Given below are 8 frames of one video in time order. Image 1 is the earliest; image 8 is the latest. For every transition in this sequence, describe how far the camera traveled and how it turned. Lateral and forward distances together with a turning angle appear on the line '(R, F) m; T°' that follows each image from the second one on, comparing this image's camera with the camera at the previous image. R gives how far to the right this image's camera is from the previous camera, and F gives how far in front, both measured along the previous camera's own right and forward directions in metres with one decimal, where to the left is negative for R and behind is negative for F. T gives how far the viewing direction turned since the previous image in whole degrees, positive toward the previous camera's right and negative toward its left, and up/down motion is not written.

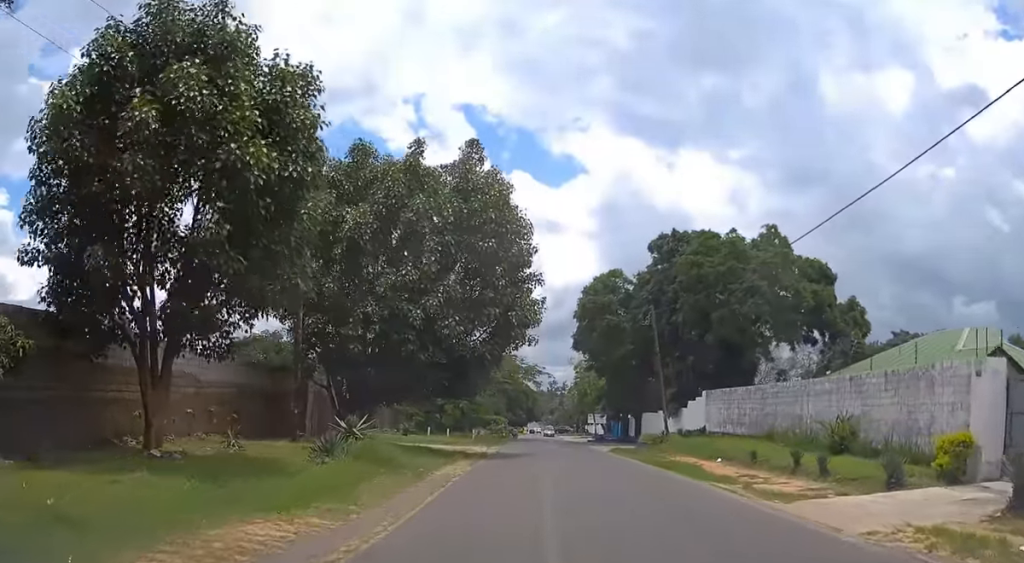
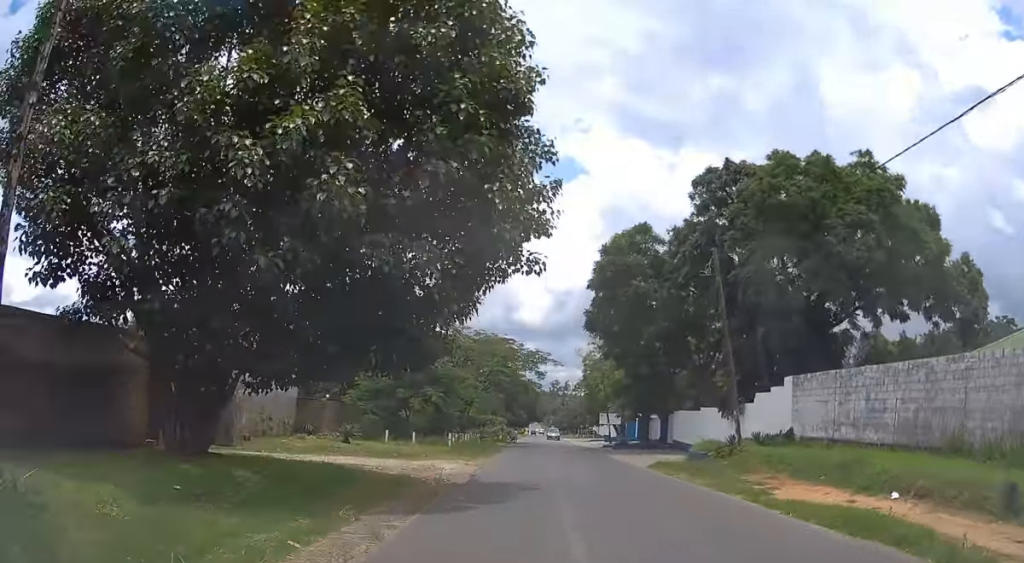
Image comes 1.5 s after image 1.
(+0.1, +13.8) m; 0°
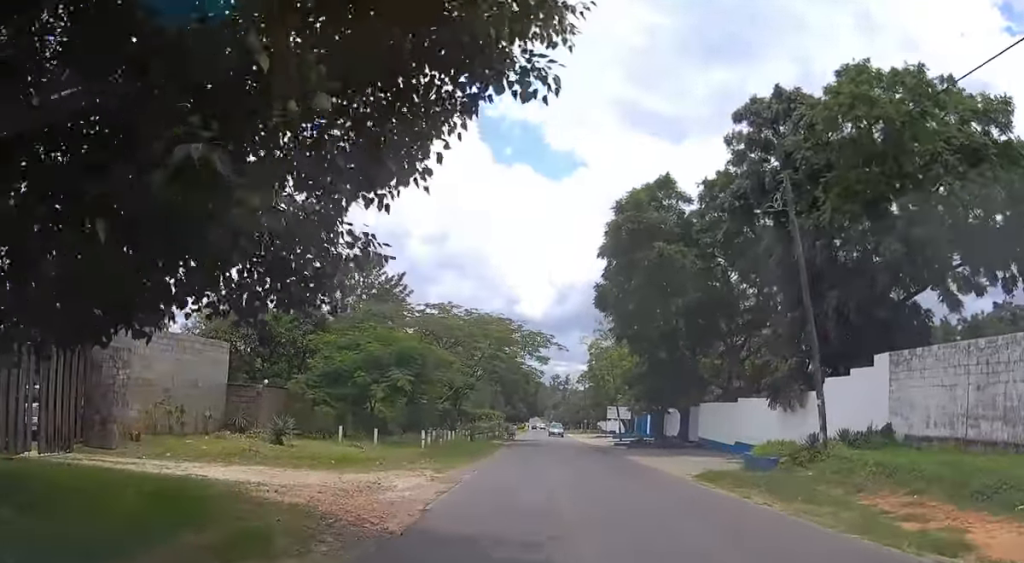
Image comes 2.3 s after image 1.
(0.0, +8.0) m; 0°
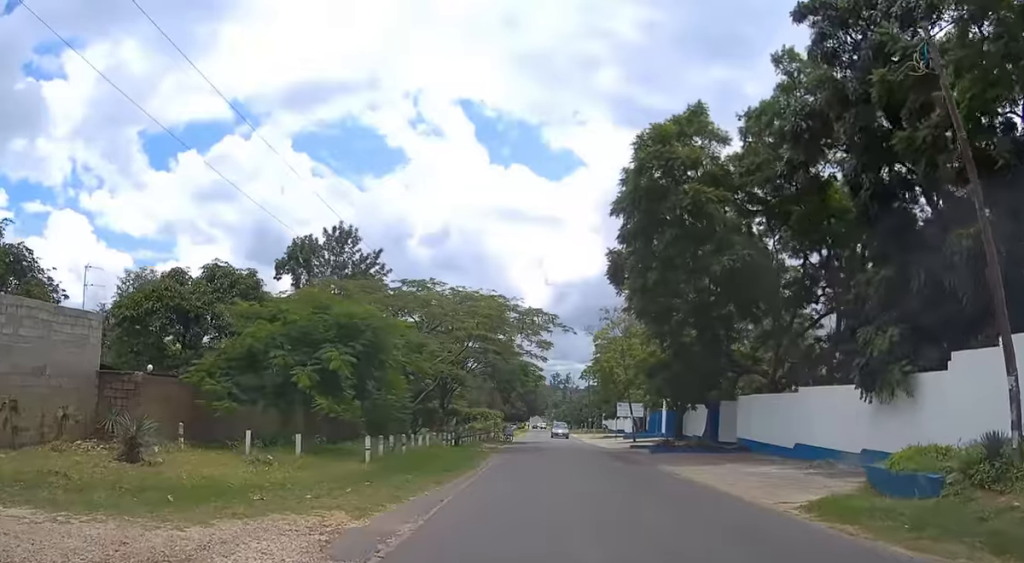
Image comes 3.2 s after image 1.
(-0.1, +8.4) m; 0°
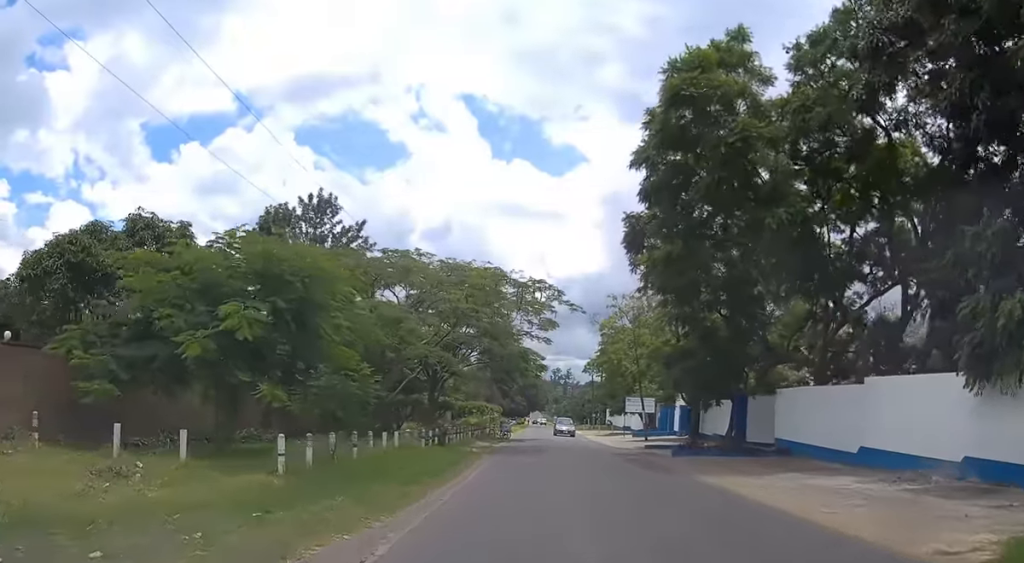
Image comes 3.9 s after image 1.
(0.0, +5.8) m; 0°
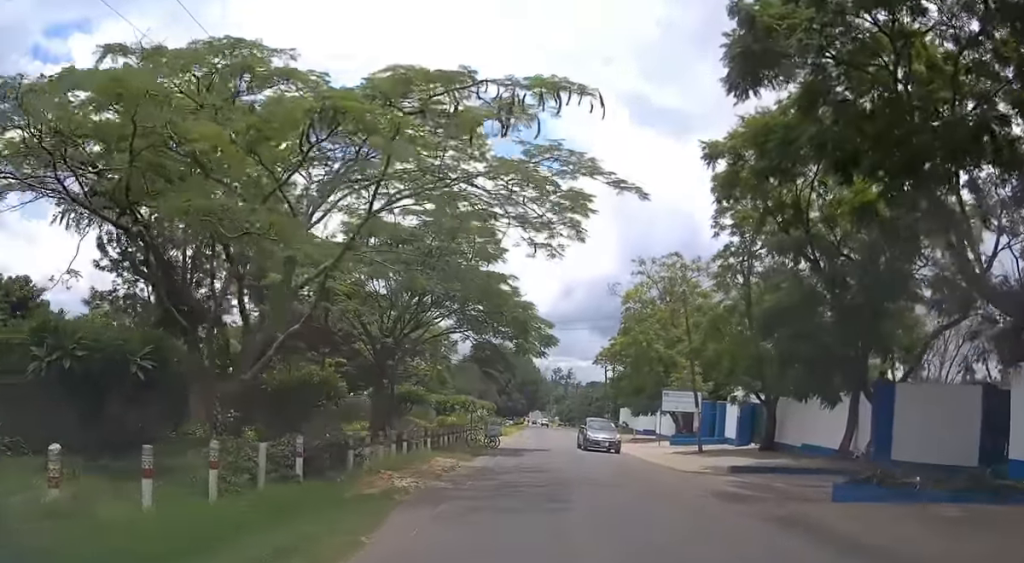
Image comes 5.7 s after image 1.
(-0.2, +16.3) m; -1°
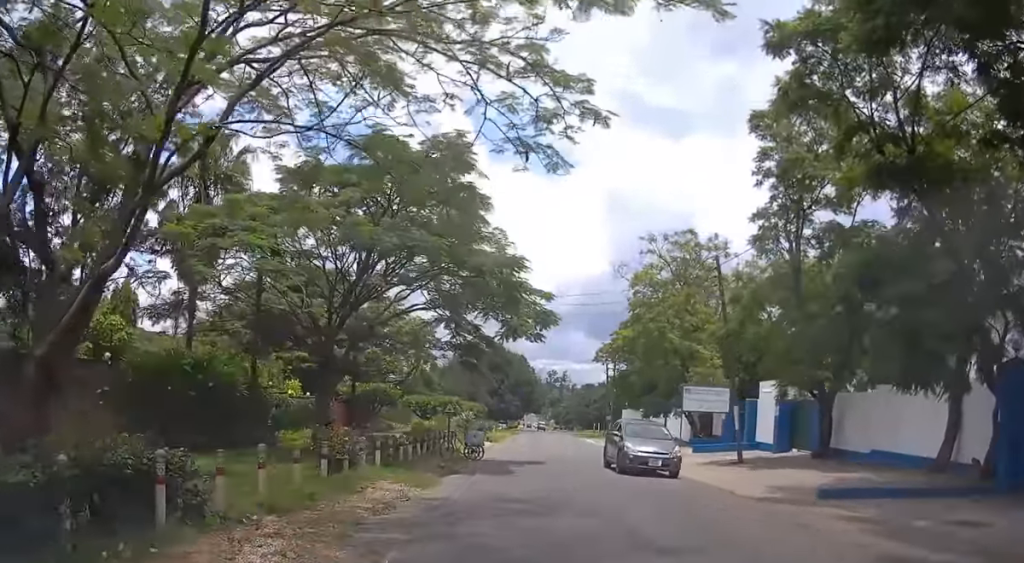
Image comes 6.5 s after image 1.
(+0.1, +7.4) m; +1°
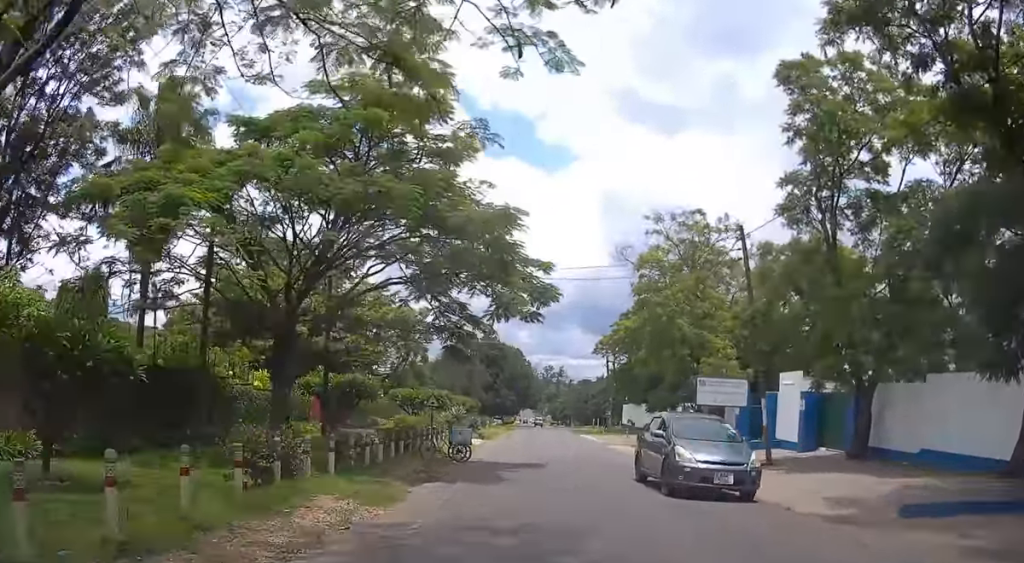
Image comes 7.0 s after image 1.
(+0.1, +3.8) m; +1°
